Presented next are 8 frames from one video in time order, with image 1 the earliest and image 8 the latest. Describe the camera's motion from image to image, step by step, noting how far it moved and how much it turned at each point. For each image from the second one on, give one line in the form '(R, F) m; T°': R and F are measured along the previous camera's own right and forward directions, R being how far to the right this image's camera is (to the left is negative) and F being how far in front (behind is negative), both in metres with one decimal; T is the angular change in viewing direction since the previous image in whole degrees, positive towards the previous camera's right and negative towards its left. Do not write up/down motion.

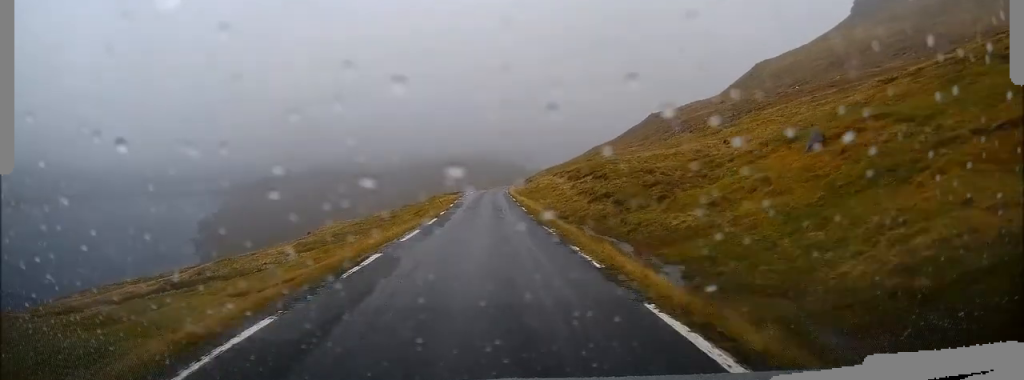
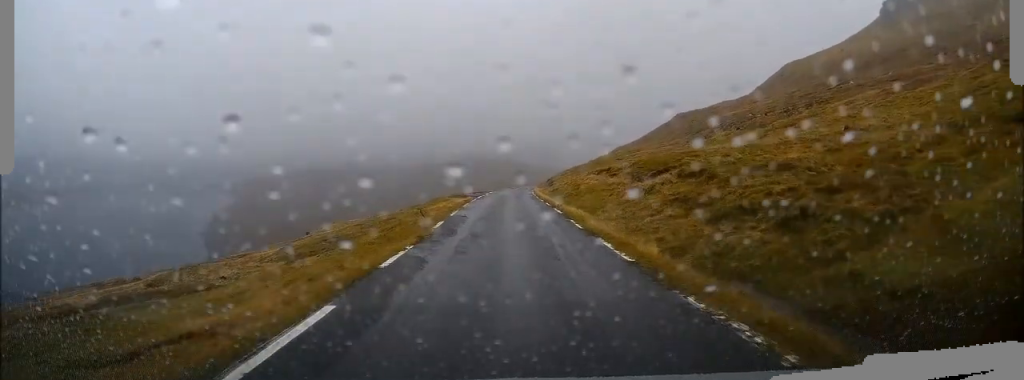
(-0.4, +17.3) m; -3°
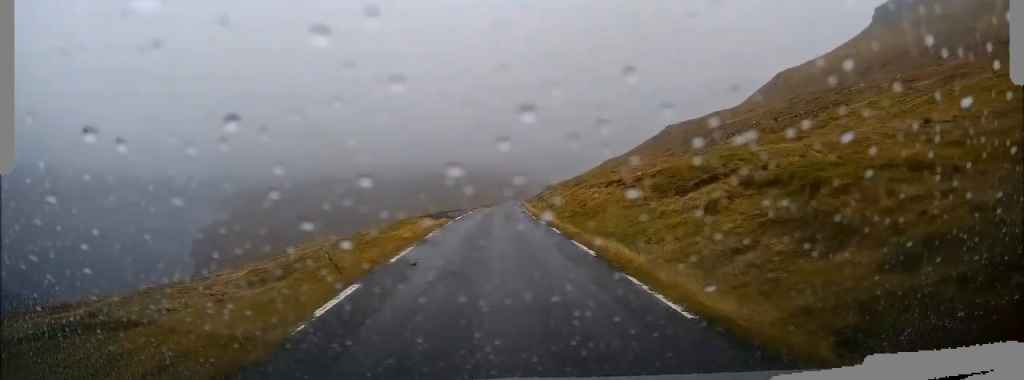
(0.0, +9.6) m; +2°
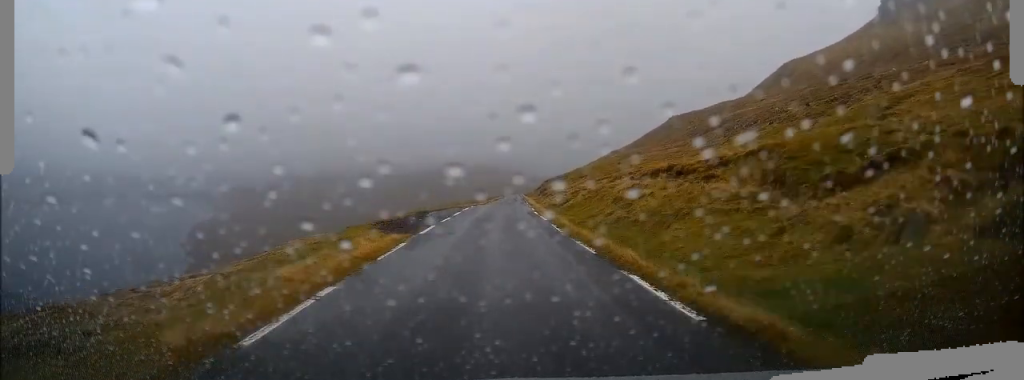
(+0.3, +12.7) m; 0°
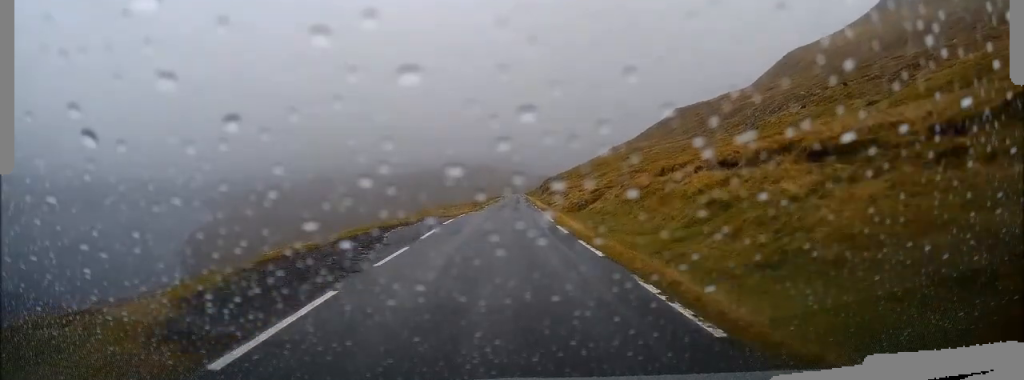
(-0.1, +12.6) m; -1°
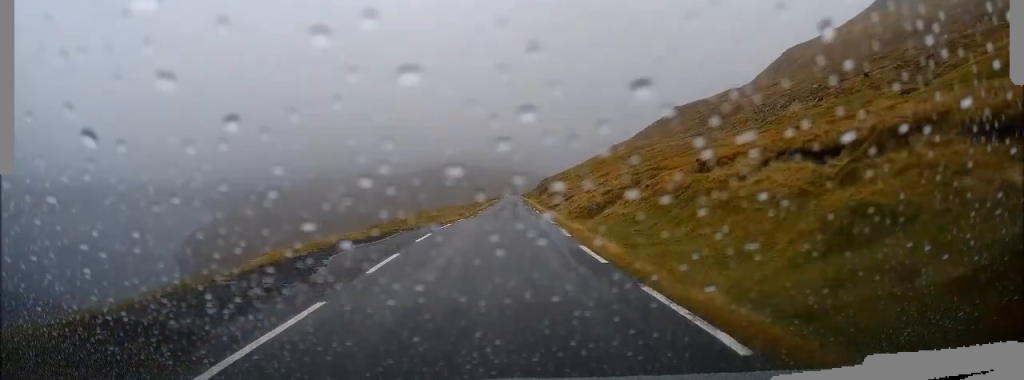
(-0.1, +6.8) m; 0°
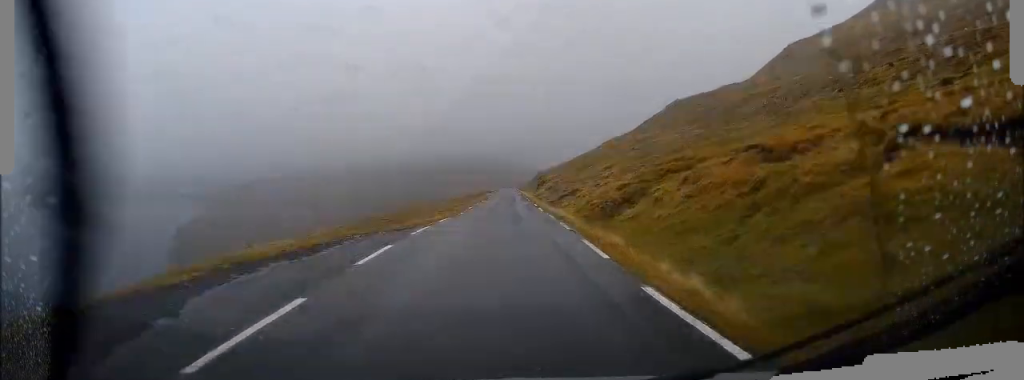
(0.0, +6.5) m; 0°
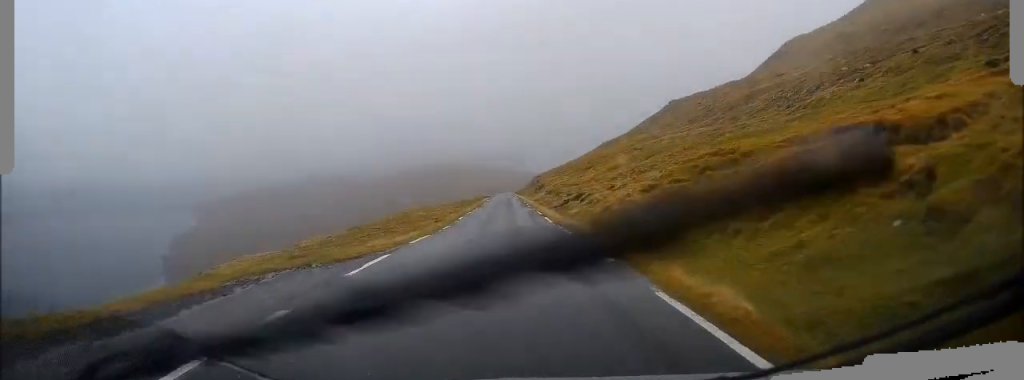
(+0.1, +6.4) m; +1°
